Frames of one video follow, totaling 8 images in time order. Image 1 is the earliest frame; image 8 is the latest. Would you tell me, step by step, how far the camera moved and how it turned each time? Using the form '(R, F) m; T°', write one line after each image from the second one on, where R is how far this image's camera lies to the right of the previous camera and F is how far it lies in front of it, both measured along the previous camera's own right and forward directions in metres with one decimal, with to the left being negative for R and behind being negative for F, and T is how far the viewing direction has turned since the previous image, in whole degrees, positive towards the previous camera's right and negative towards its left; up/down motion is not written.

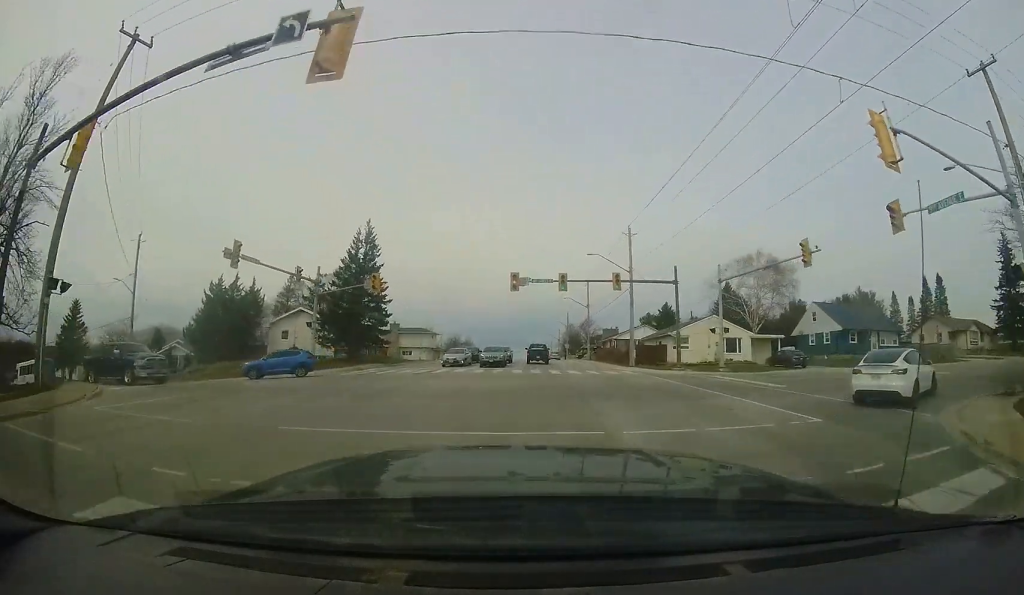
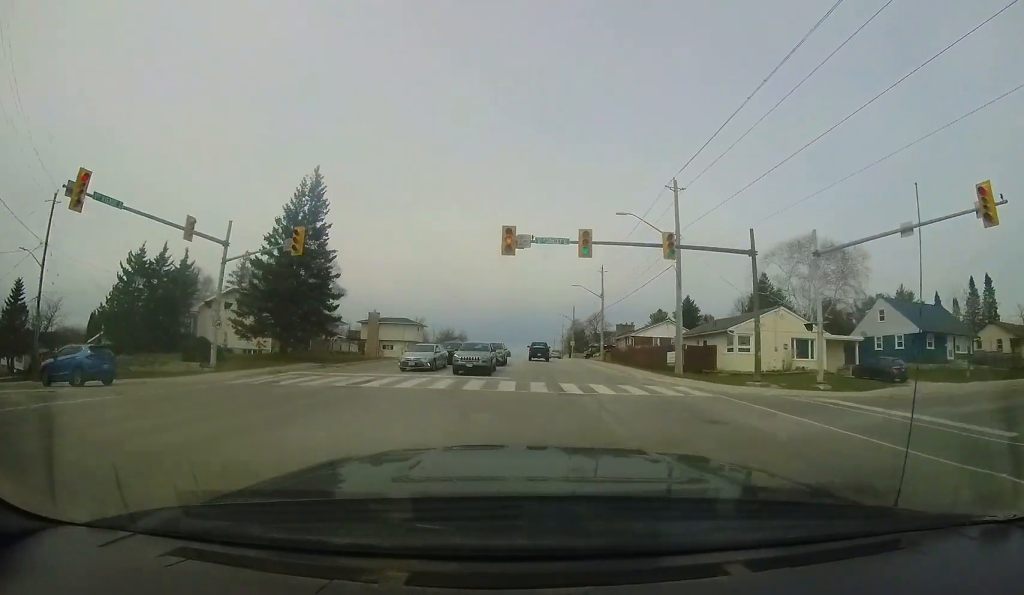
(+0.5, +10.4) m; +2°
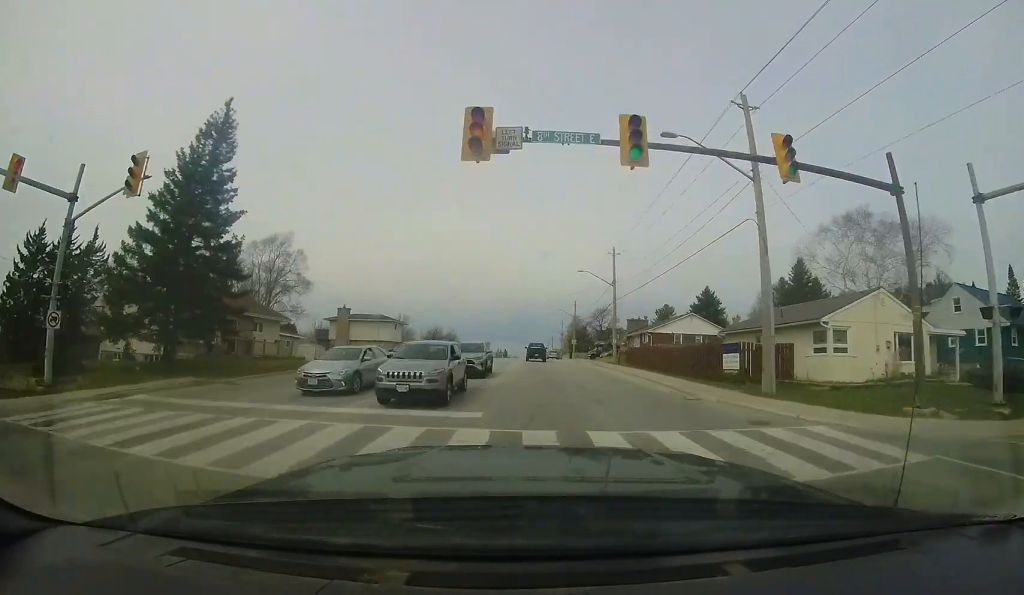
(-0.1, +9.4) m; -1°
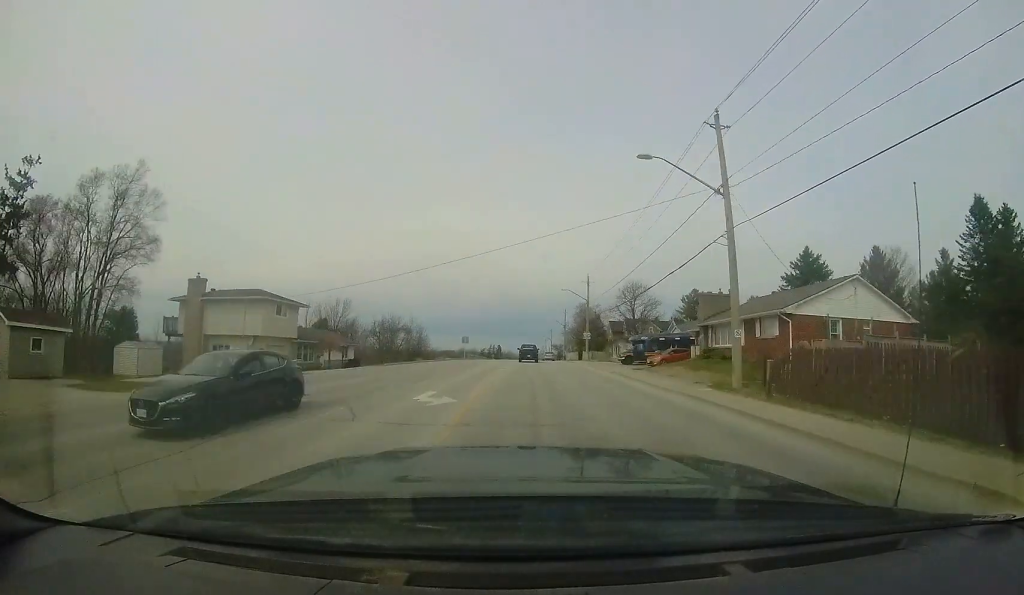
(-0.4, +24.8) m; 0°
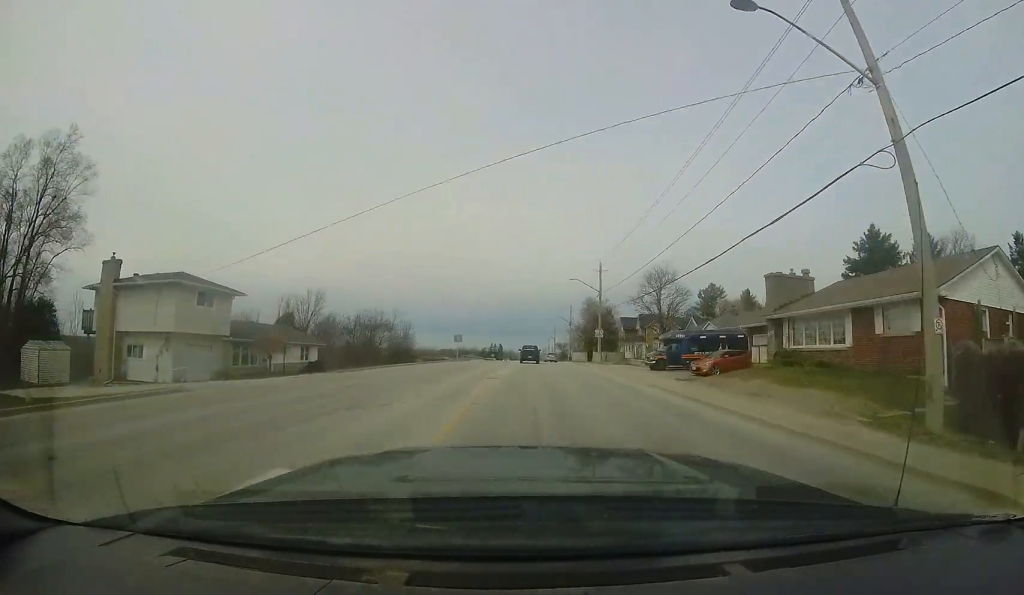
(+0.2, +8.5) m; 0°
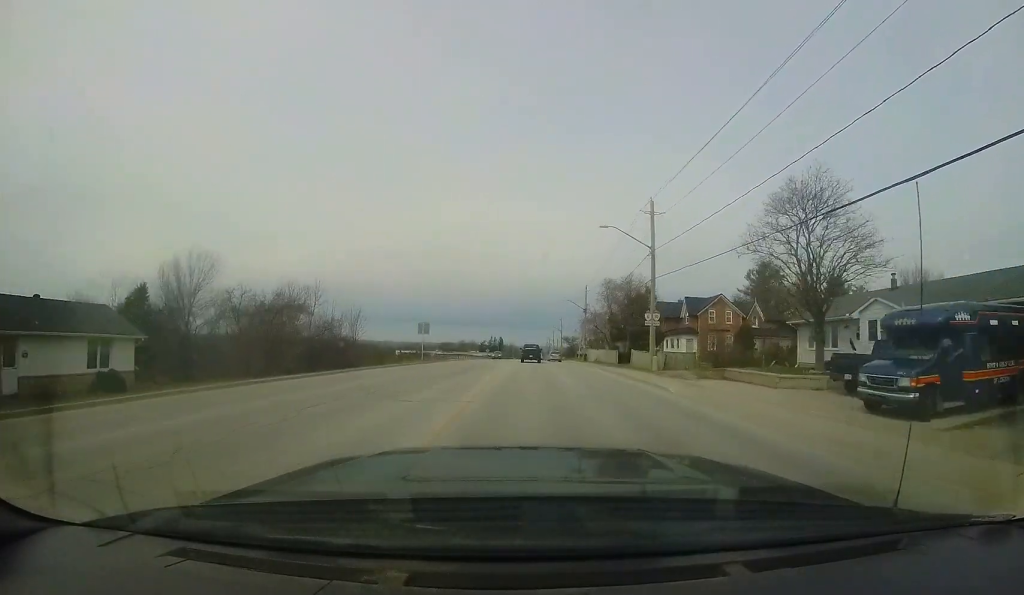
(-0.1, +19.6) m; -1°
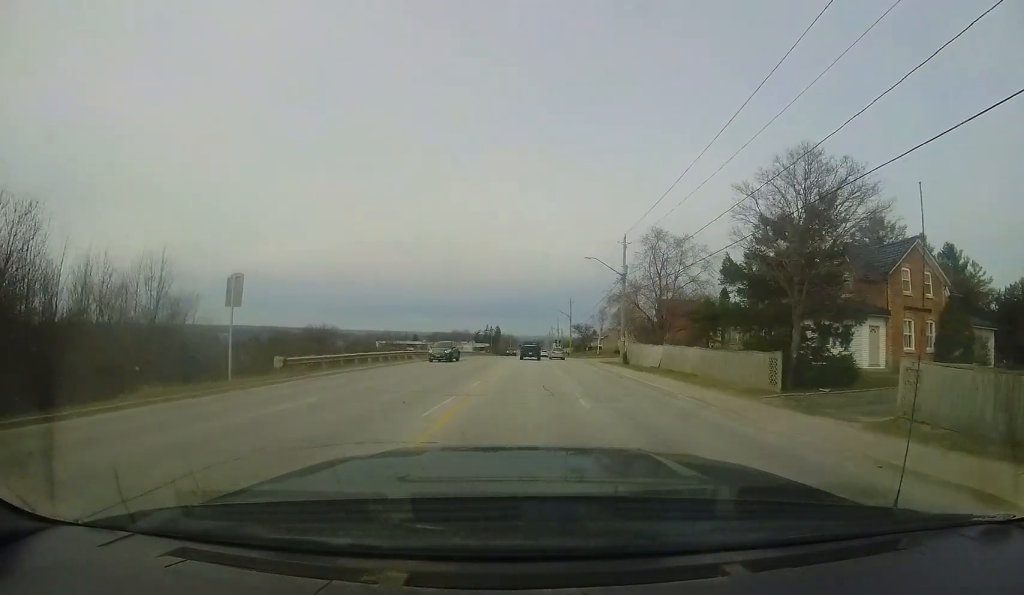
(-0.1, +26.4) m; 0°
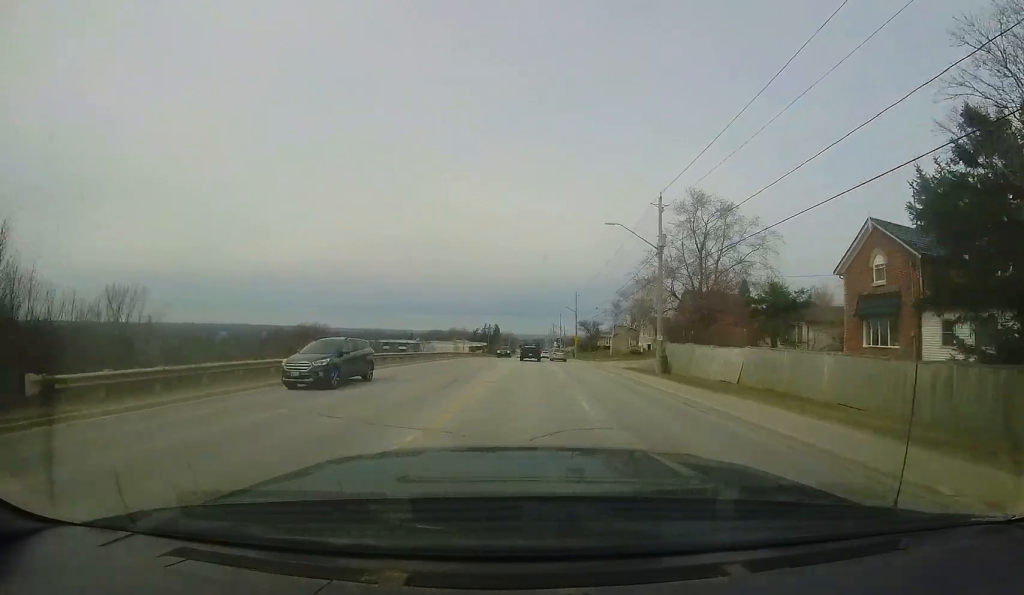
(0.0, +10.6) m; +1°
